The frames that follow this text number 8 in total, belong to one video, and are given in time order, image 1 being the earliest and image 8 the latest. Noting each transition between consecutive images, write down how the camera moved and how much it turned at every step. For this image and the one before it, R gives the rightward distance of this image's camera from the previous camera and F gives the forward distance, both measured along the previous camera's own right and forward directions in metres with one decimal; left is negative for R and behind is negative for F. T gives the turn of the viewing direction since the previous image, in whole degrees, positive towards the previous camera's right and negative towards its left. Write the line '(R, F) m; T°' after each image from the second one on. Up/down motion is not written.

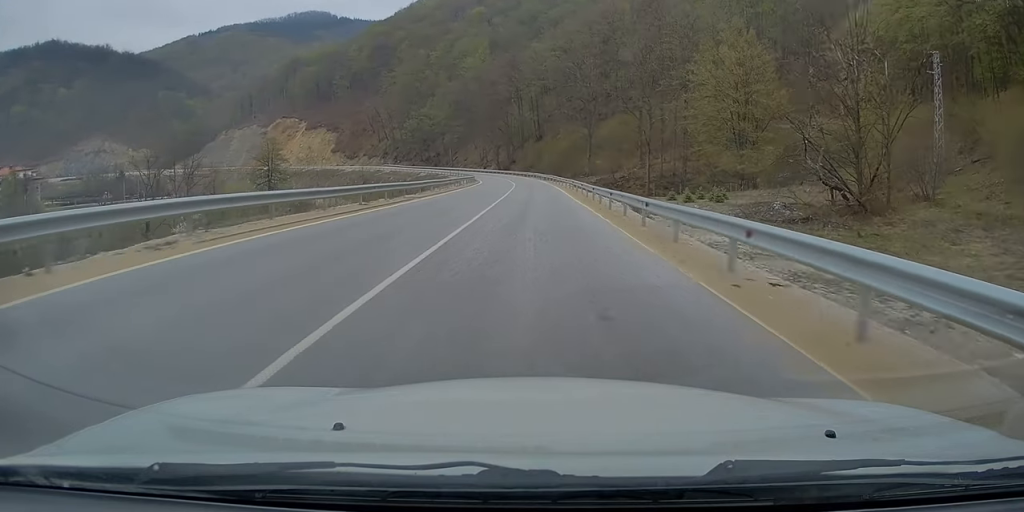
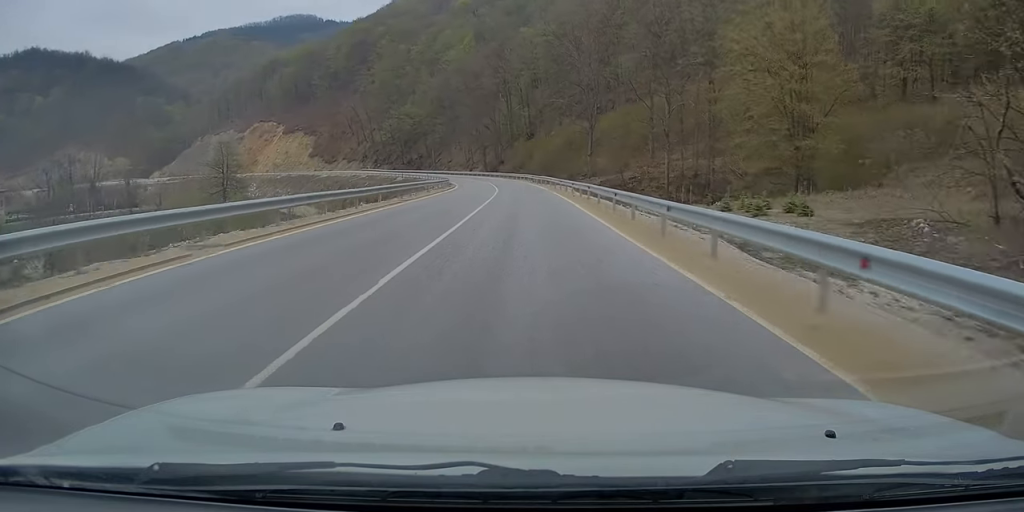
(+0.3, +19.5) m; +1°
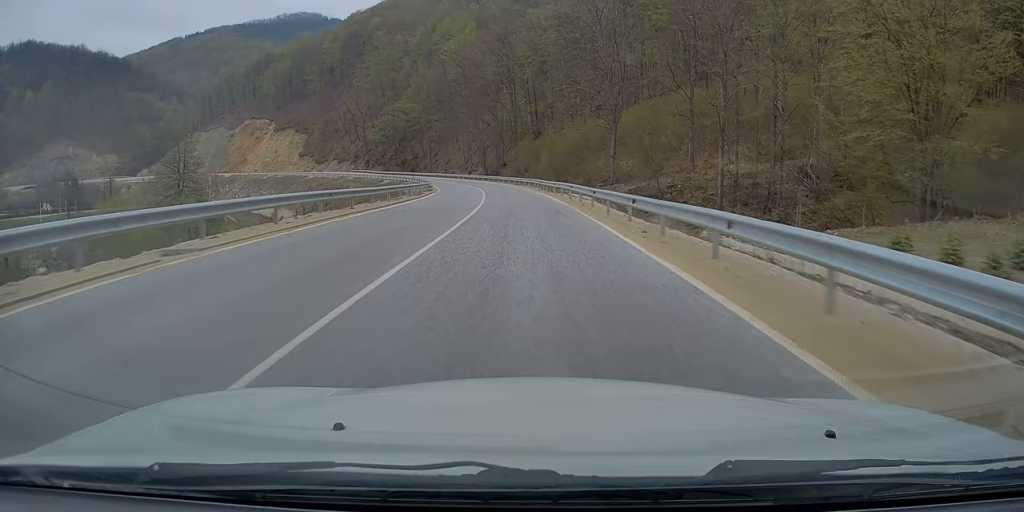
(+0.1, +20.3) m; -2°
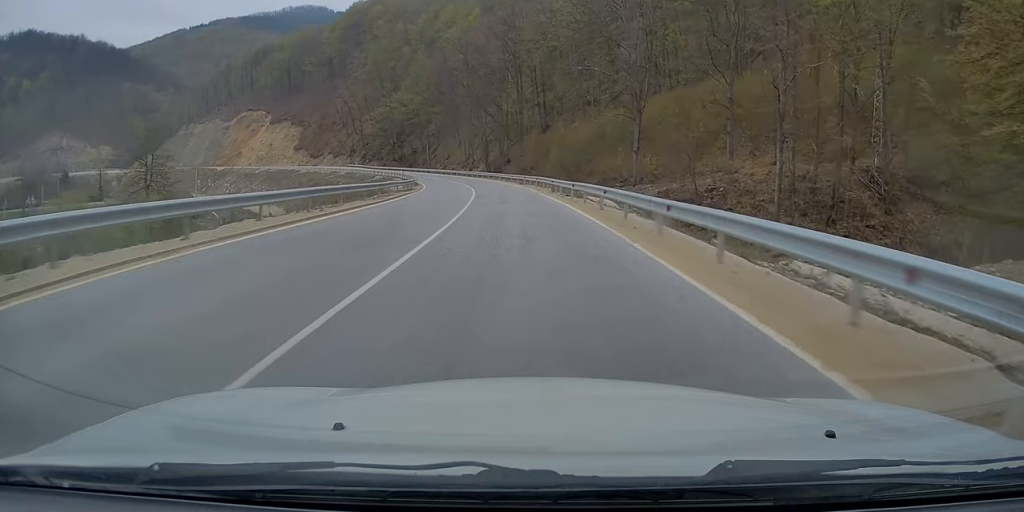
(+0.1, +12.7) m; -2°
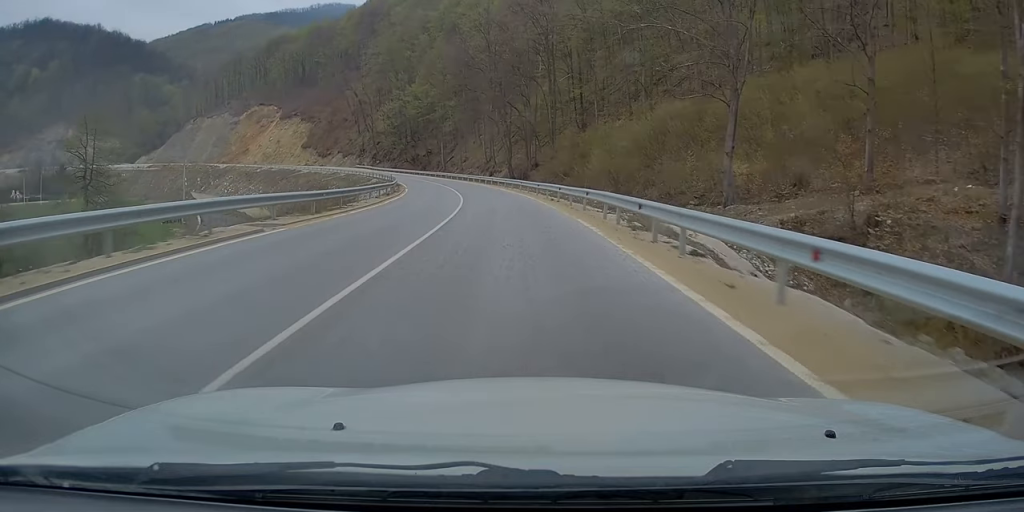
(-1.0, +22.7) m; -4°
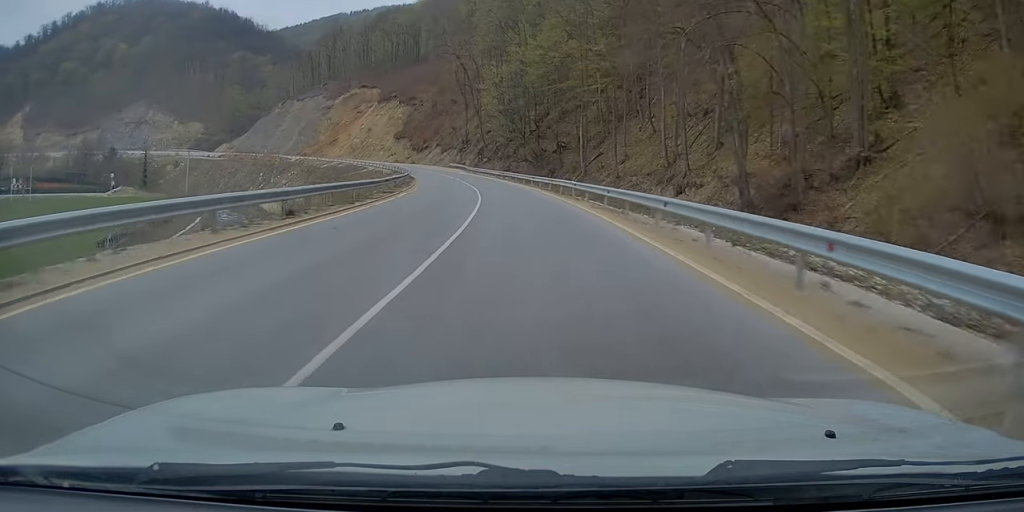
(-7.8, +61.8) m; -15°
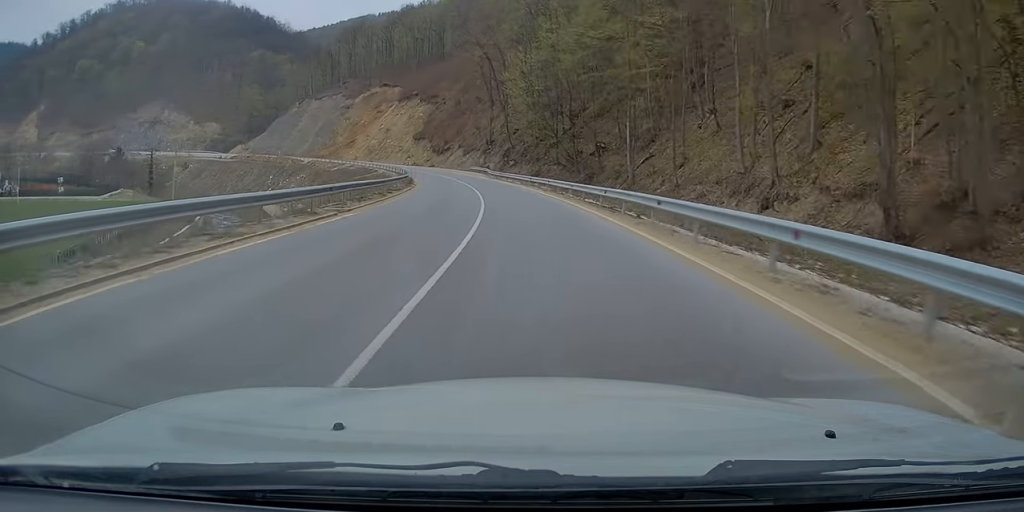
(-0.1, +14.5) m; -3°
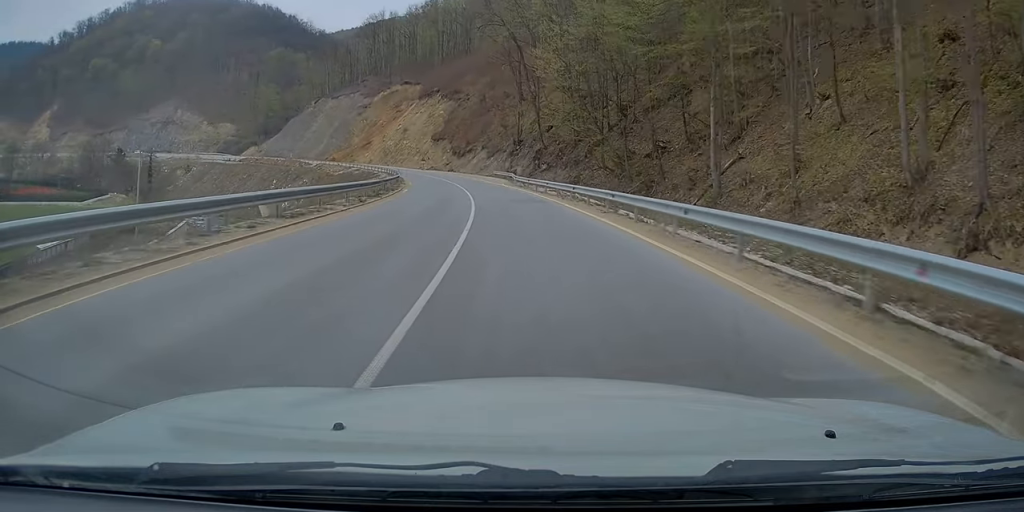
(-1.0, +19.0) m; -3°
